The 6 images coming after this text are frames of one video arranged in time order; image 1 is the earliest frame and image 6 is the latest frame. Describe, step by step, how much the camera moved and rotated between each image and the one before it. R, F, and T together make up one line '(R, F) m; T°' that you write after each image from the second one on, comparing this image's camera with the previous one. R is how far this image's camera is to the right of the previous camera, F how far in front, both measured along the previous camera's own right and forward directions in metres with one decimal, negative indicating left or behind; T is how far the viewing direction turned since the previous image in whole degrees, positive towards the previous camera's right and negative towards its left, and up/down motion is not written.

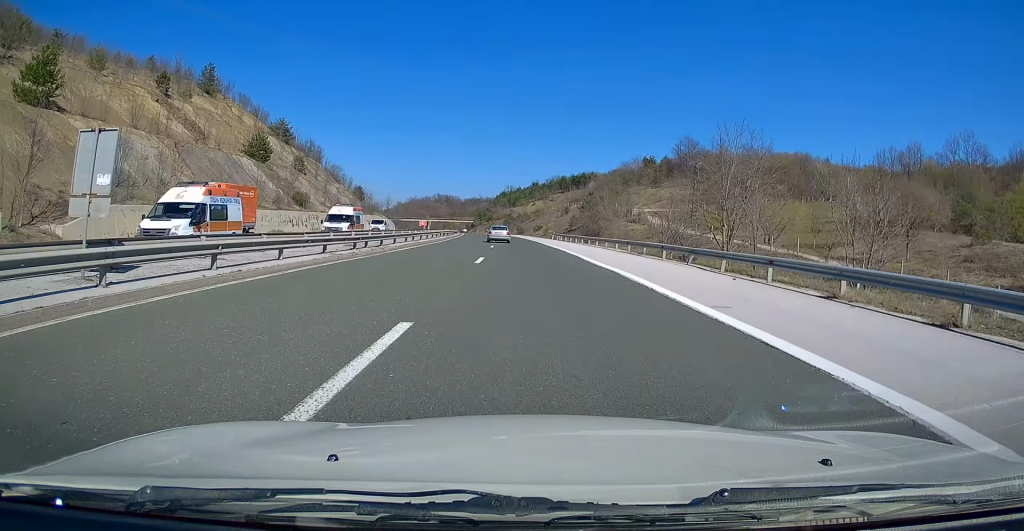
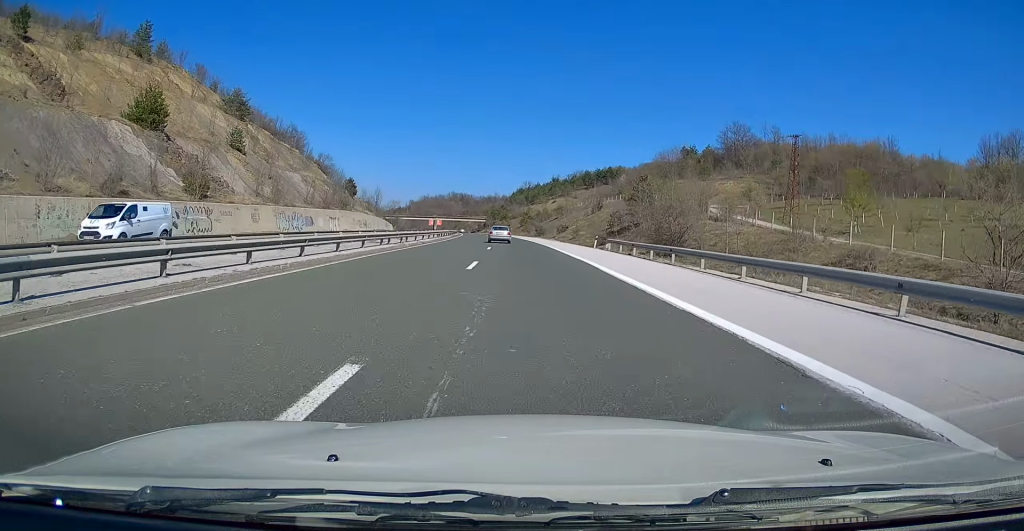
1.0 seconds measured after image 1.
(-0.6, +34.0) m; -2°
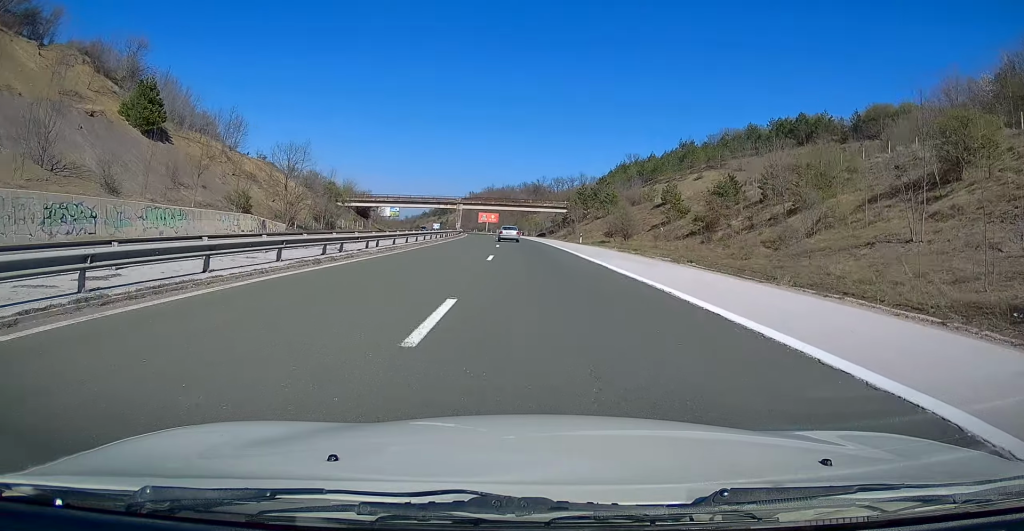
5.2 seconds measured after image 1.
(-8.1, +139.1) m; -7°
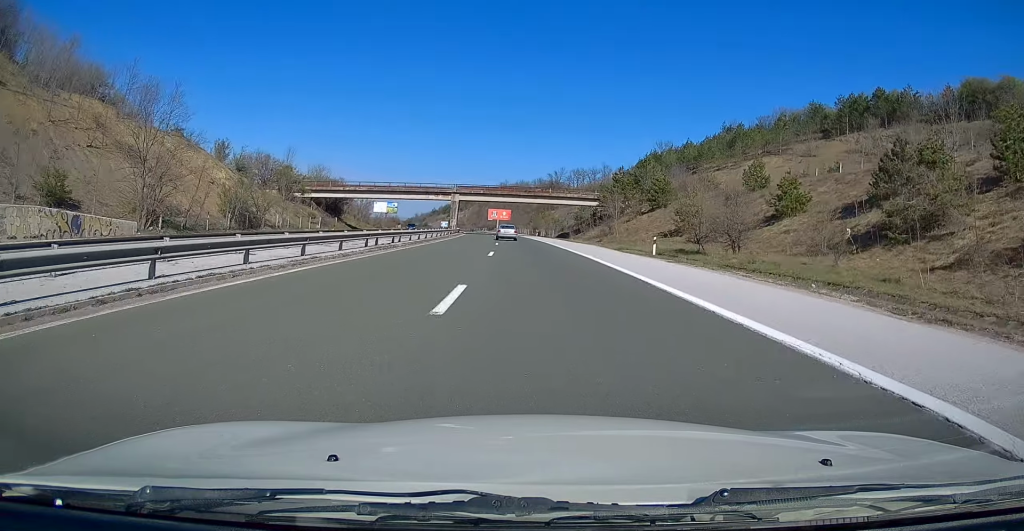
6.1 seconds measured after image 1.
(-0.7, +30.1) m; -2°
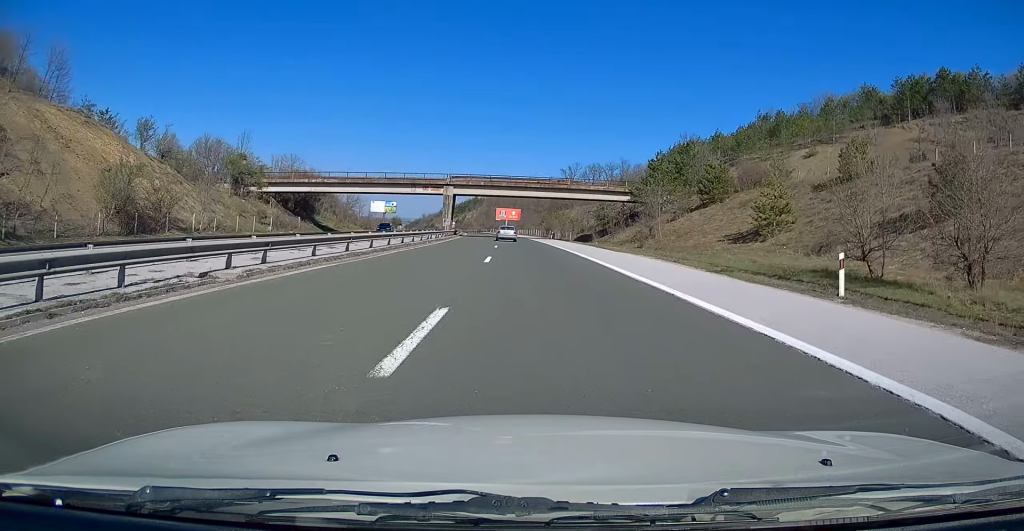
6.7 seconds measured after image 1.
(-0.2, +19.0) m; -1°
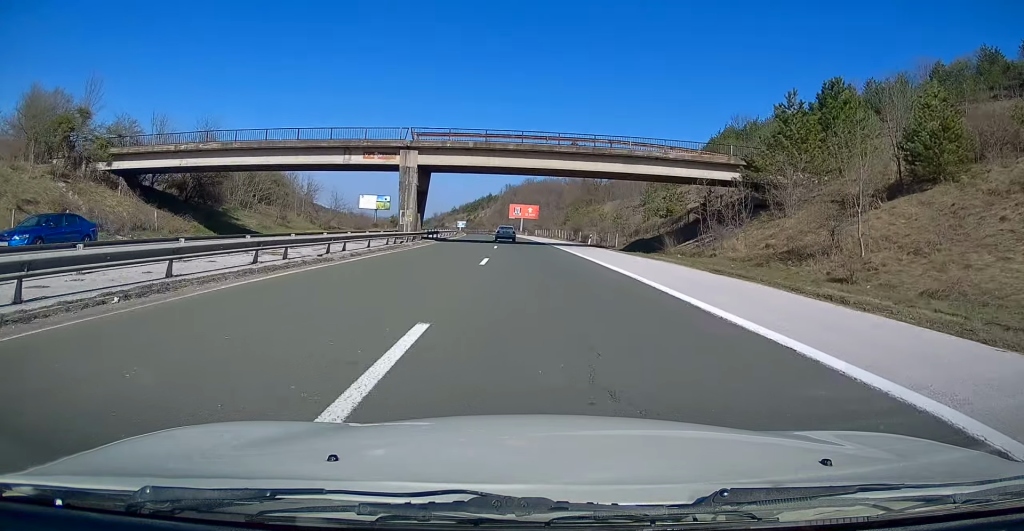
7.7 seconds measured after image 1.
(-0.4, +32.6) m; -1°
